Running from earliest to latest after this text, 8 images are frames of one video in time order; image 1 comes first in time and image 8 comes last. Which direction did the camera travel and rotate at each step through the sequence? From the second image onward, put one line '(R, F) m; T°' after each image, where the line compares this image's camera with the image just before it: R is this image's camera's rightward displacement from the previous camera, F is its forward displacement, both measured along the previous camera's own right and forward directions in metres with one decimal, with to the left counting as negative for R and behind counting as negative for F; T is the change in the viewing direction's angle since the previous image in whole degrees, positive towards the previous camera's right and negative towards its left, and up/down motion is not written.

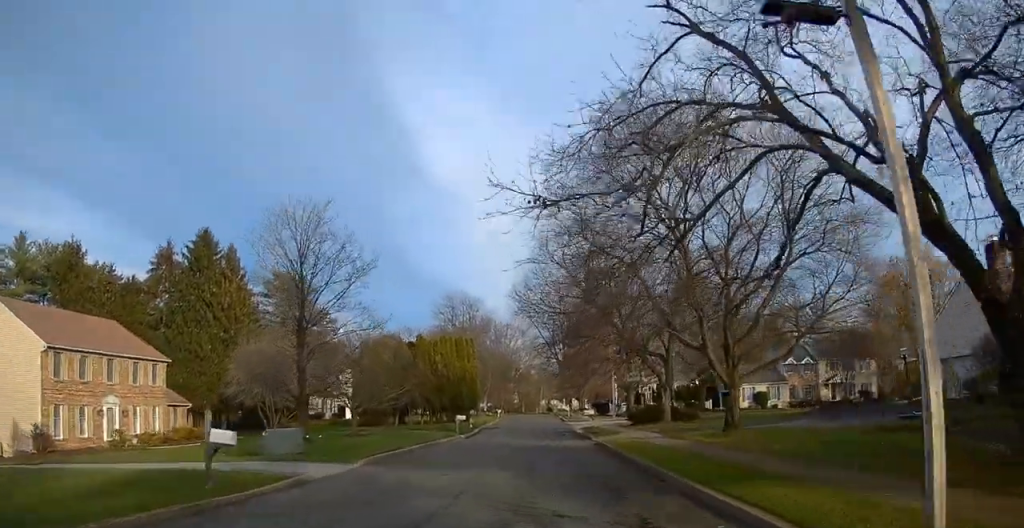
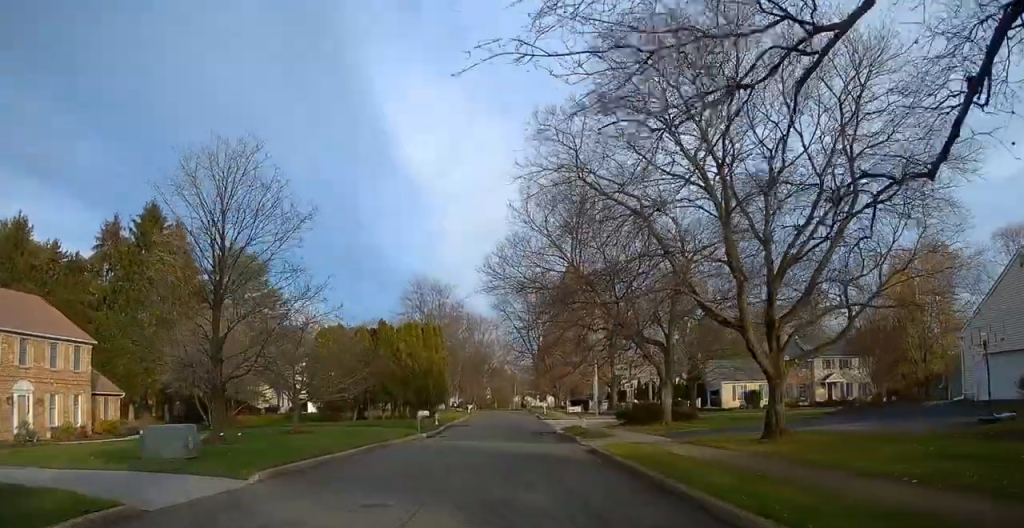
(-0.2, +5.9) m; +2°
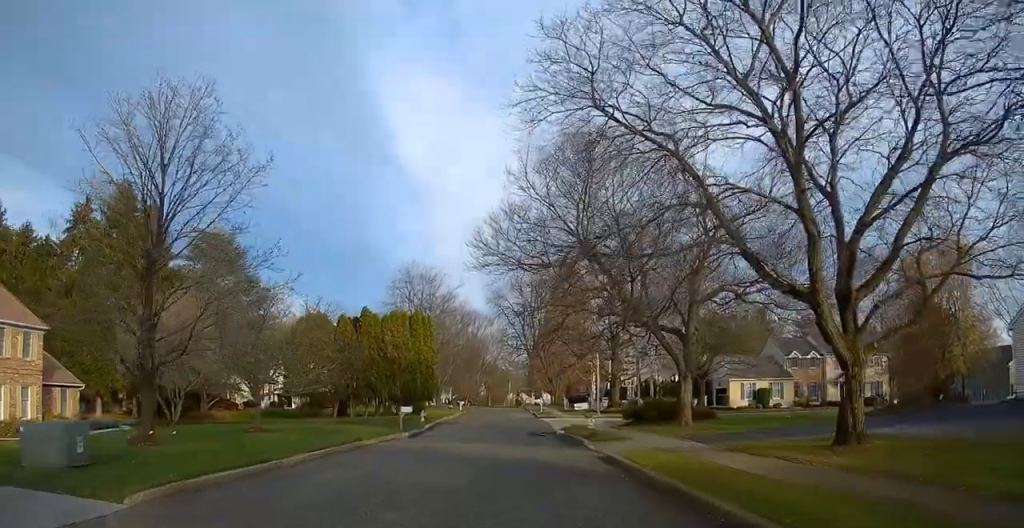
(+0.2, +4.3) m; +1°
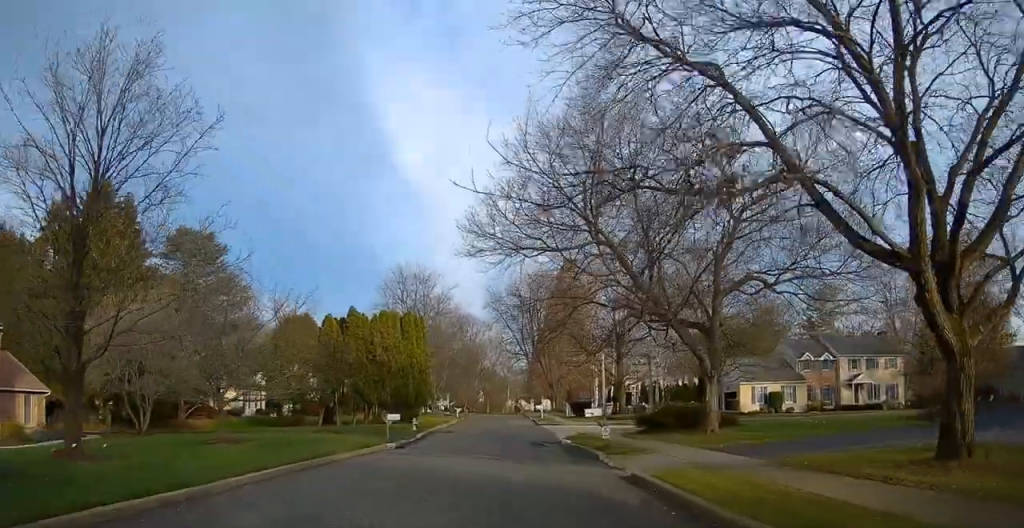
(+0.2, +3.4) m; +1°
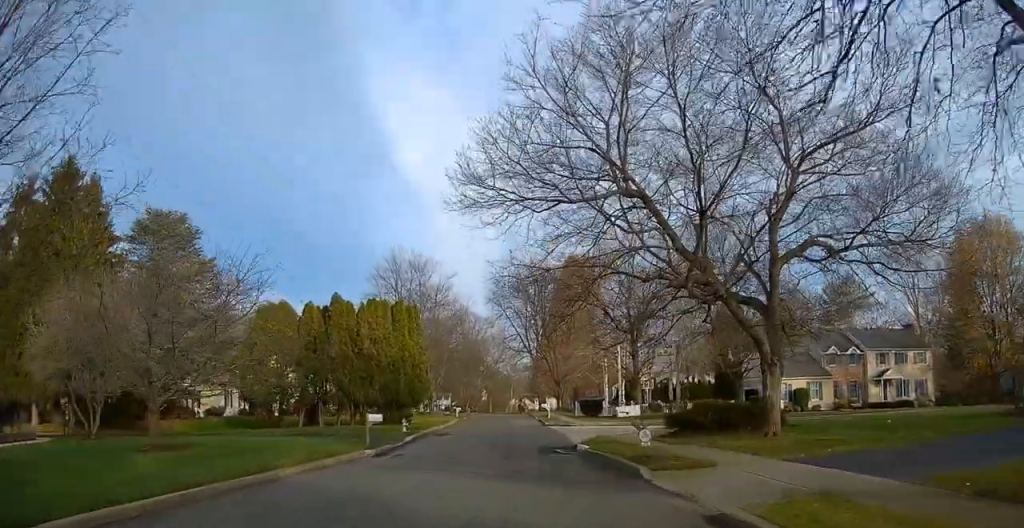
(-0.1, +5.0) m; +2°
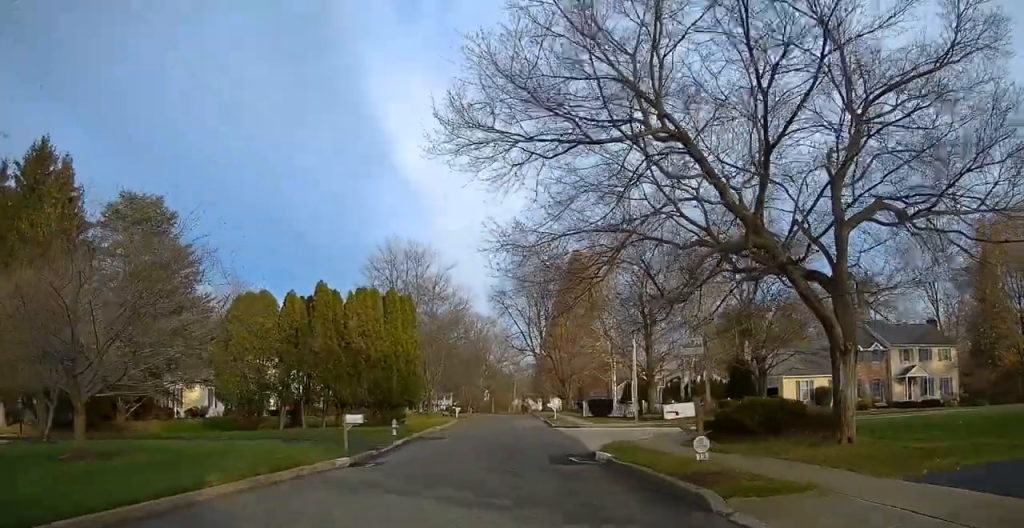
(-0.1, +3.8) m; +1°
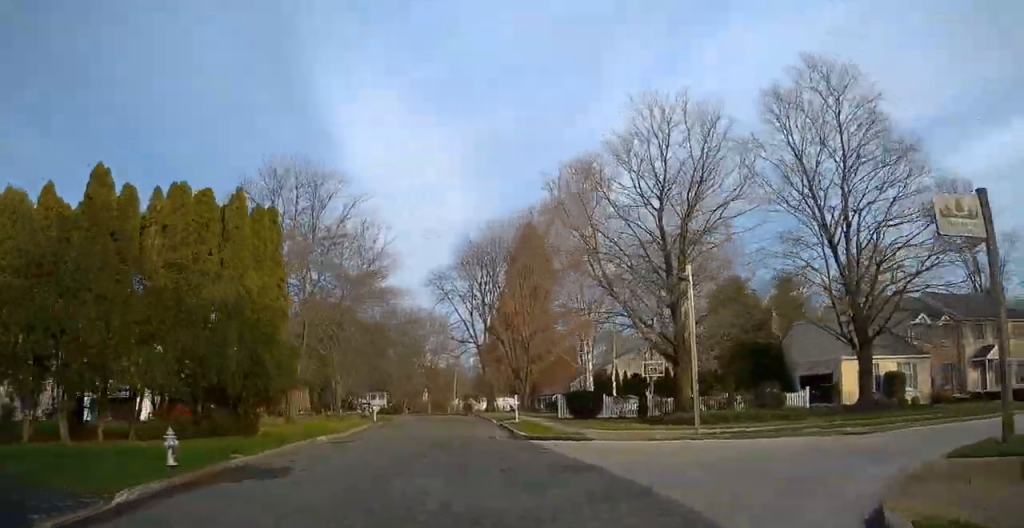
(+0.5, +18.9) m; +9°
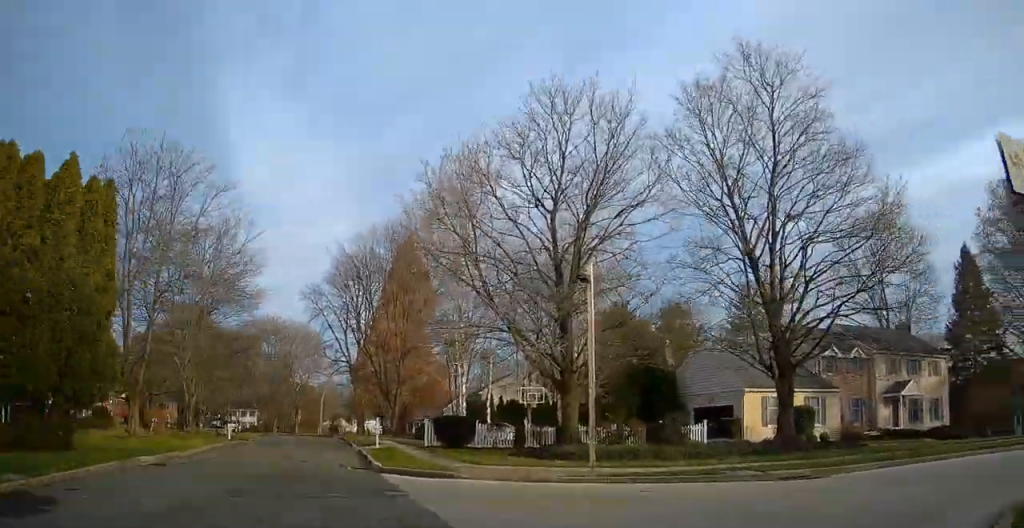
(+0.2, +4.5) m; +11°
